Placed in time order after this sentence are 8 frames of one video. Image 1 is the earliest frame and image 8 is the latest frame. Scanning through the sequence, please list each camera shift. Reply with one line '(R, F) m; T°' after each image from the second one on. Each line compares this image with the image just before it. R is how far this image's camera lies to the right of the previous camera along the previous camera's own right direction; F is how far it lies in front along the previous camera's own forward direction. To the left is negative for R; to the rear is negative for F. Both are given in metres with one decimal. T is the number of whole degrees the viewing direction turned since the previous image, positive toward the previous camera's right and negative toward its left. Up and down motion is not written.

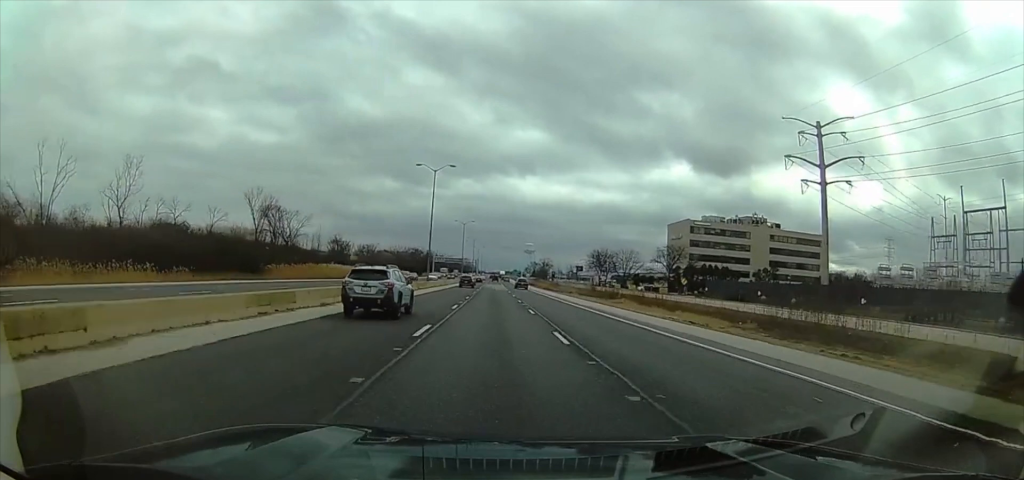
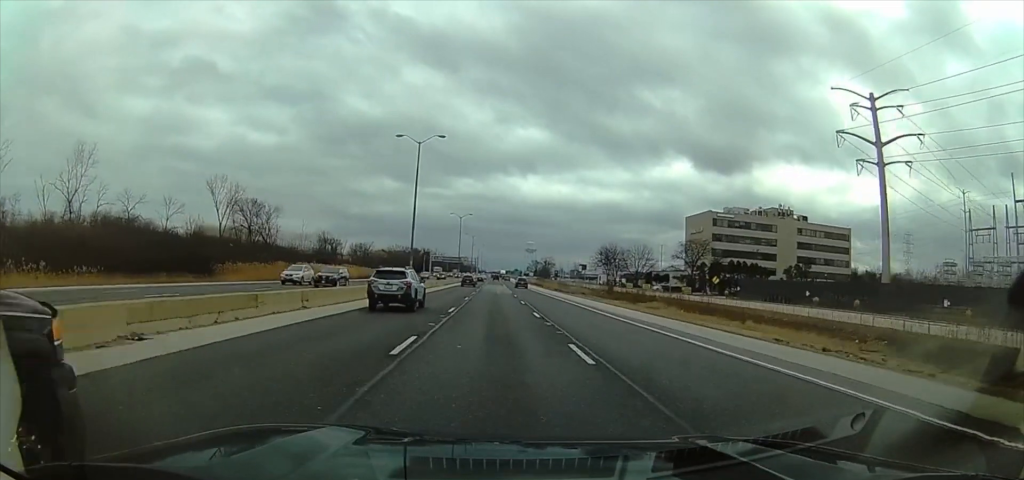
(-0.2, +15.1) m; -1°
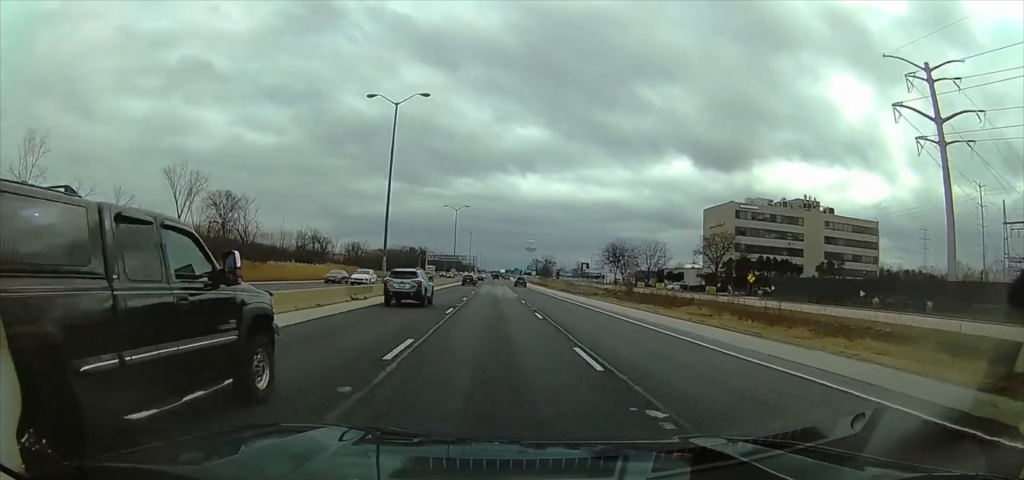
(-0.3, +13.1) m; -1°
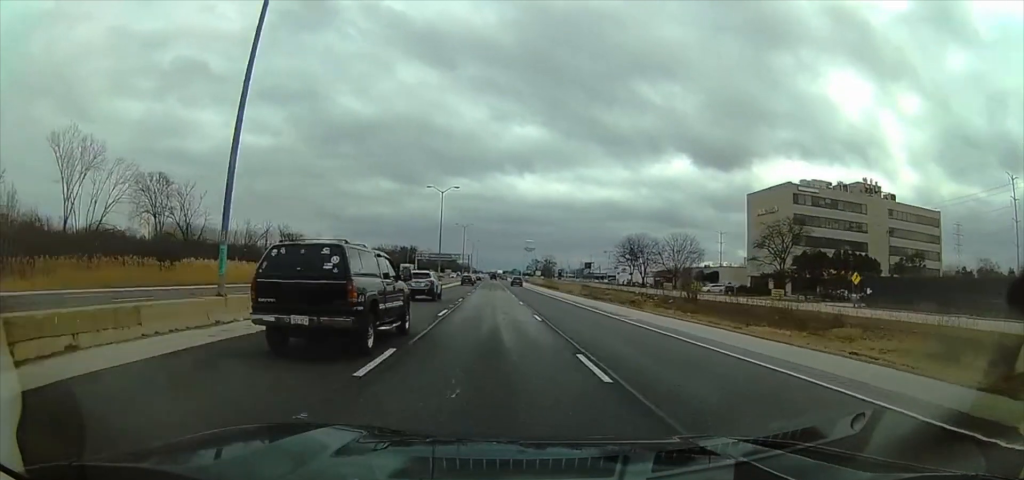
(-0.2, +25.3) m; 0°
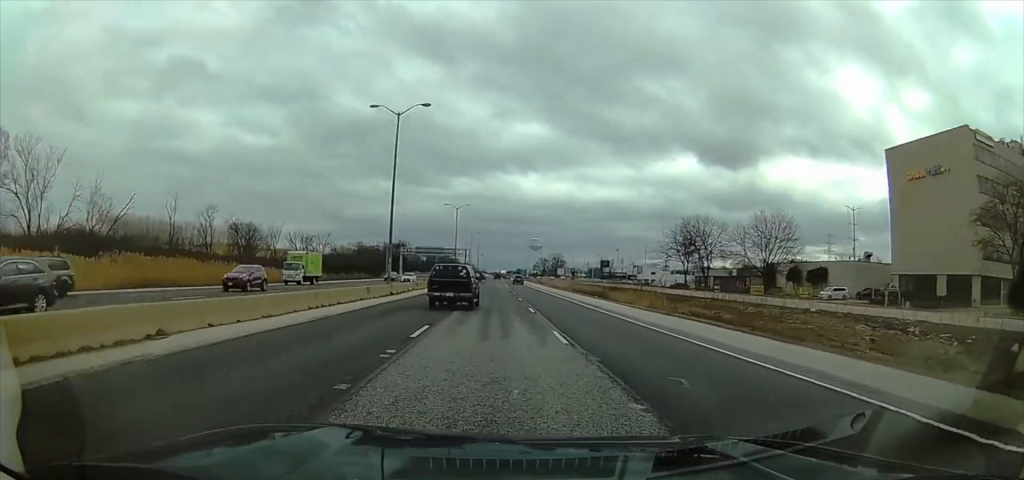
(+0.6, +43.4) m; 0°
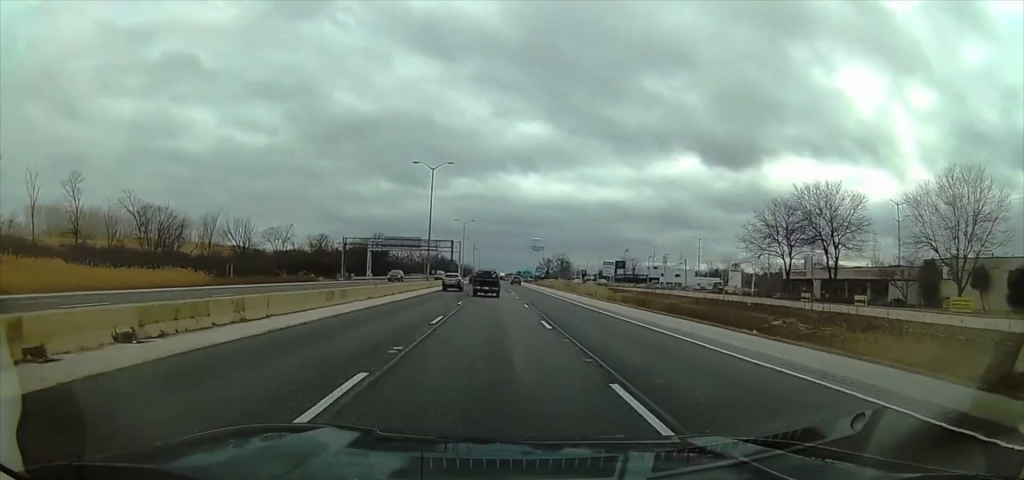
(-0.9, +44.0) m; -1°
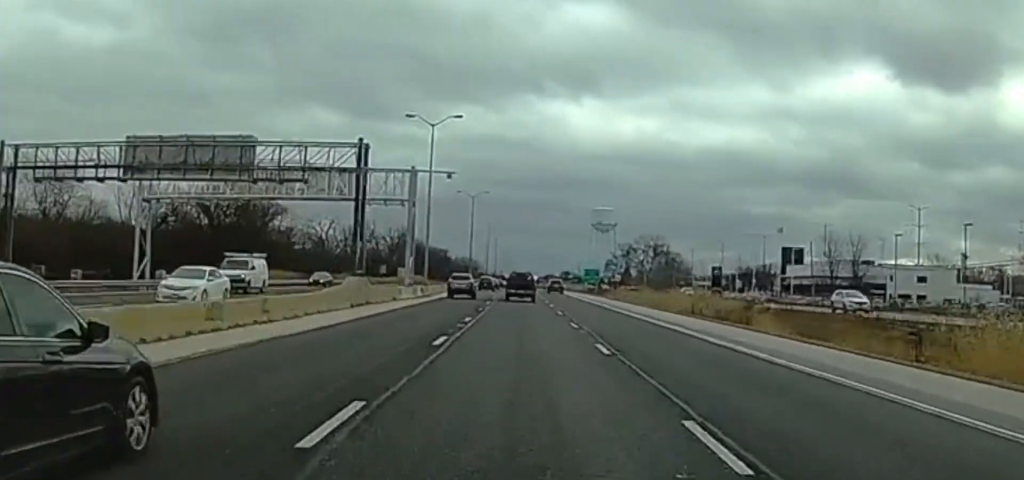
(+0.5, +57.4) m; +1°
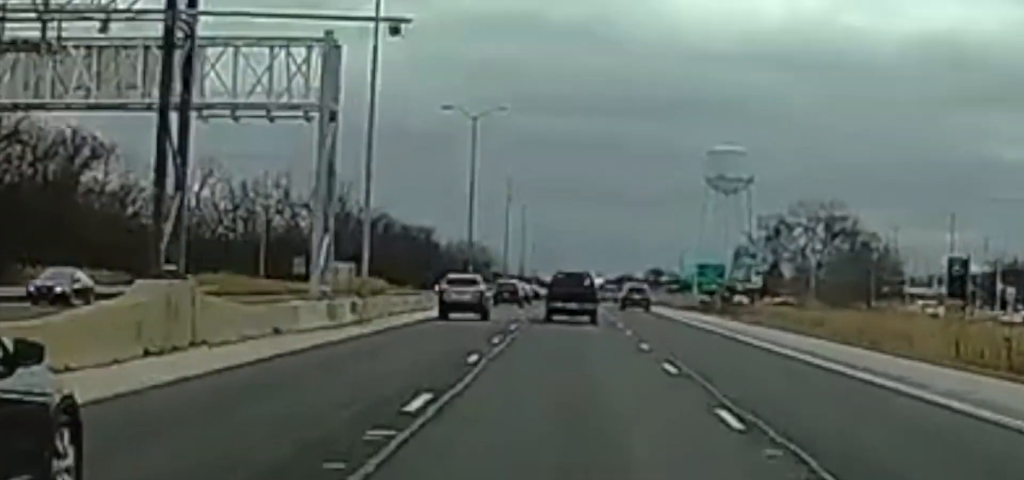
(0.0, +12.2) m; 0°
